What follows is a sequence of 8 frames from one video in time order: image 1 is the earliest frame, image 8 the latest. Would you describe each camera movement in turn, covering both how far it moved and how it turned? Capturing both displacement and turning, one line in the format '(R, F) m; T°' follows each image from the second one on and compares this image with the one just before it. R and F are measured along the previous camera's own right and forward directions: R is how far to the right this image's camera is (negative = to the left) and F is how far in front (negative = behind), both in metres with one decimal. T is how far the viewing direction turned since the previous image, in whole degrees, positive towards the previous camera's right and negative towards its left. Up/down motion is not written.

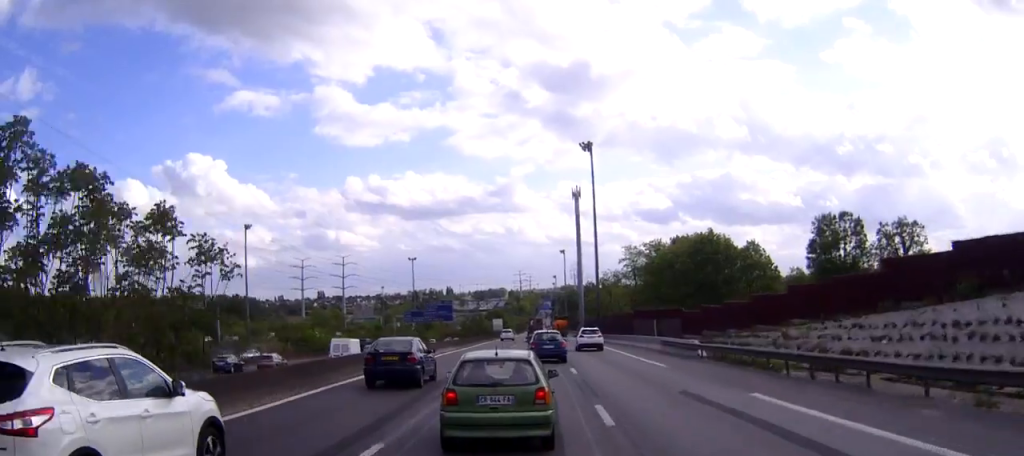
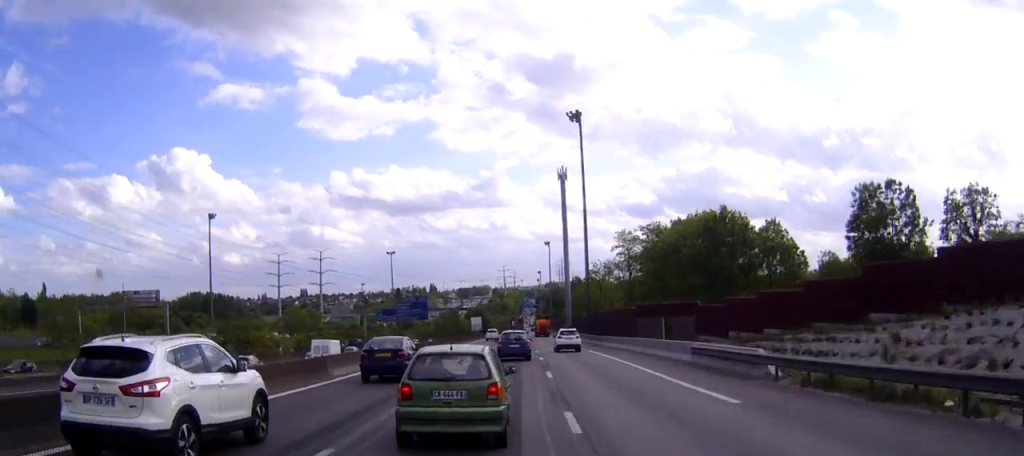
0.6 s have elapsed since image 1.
(0.0, +13.8) m; +1°
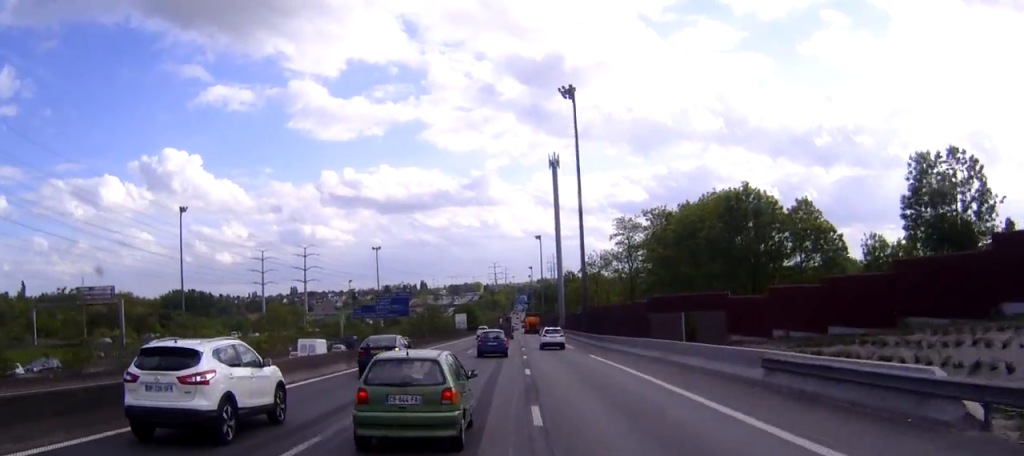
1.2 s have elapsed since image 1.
(+0.1, +11.6) m; +1°
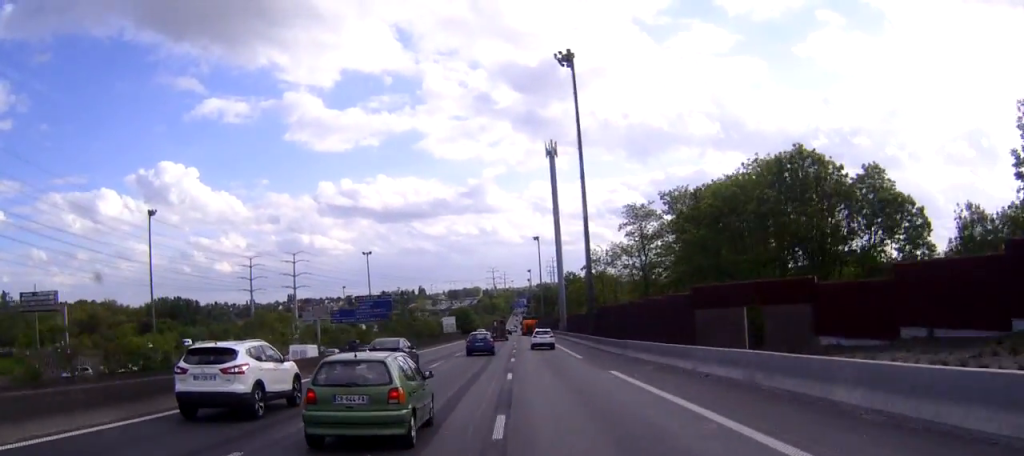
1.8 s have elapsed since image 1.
(+0.1, +14.6) m; +1°
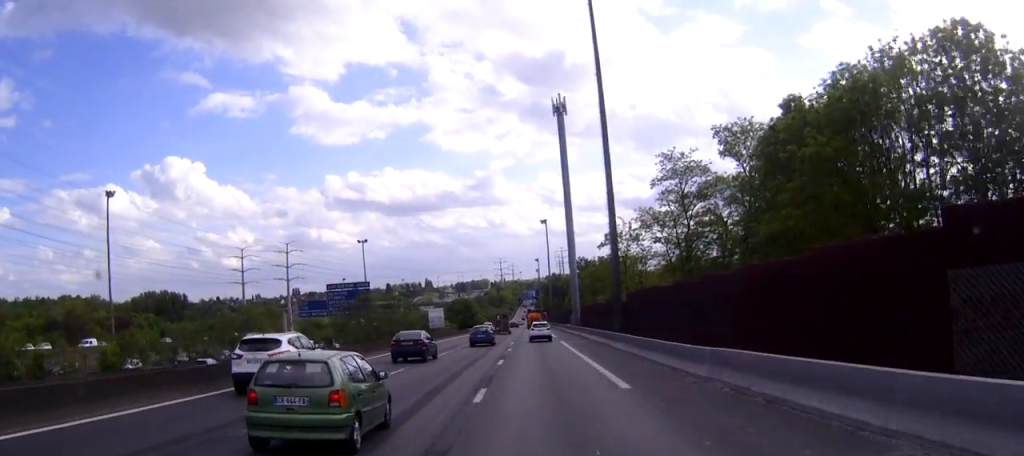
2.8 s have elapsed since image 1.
(+0.1, +20.7) m; 0°
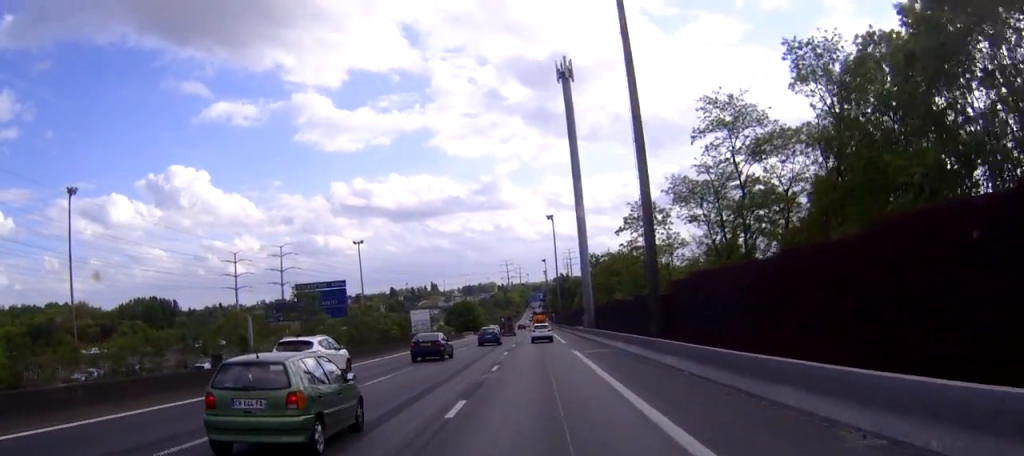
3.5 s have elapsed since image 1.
(0.0, +15.8) m; 0°
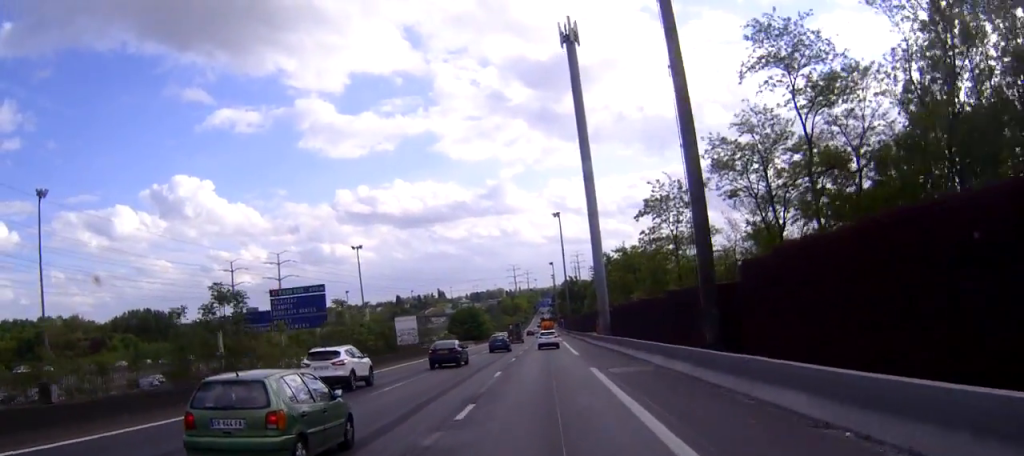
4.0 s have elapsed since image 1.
(-0.1, +11.5) m; 0°
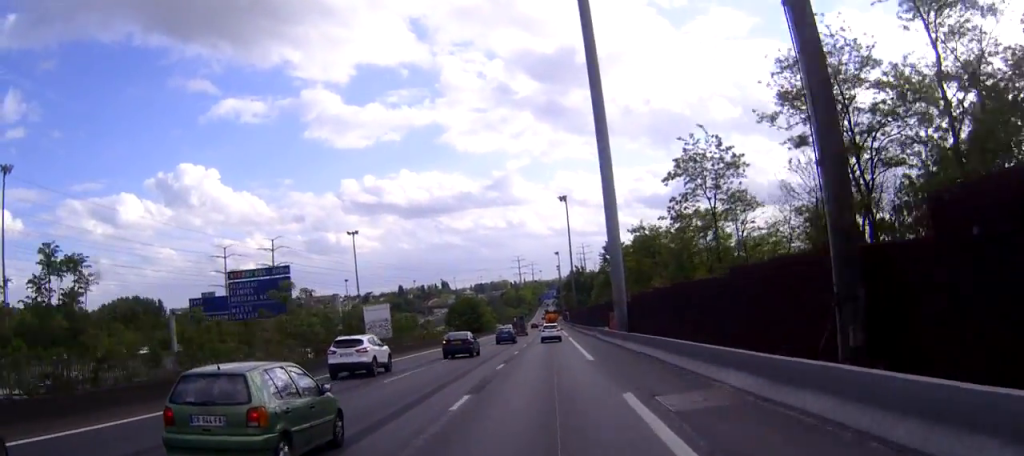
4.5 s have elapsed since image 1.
(0.0, +12.2) m; 0°
